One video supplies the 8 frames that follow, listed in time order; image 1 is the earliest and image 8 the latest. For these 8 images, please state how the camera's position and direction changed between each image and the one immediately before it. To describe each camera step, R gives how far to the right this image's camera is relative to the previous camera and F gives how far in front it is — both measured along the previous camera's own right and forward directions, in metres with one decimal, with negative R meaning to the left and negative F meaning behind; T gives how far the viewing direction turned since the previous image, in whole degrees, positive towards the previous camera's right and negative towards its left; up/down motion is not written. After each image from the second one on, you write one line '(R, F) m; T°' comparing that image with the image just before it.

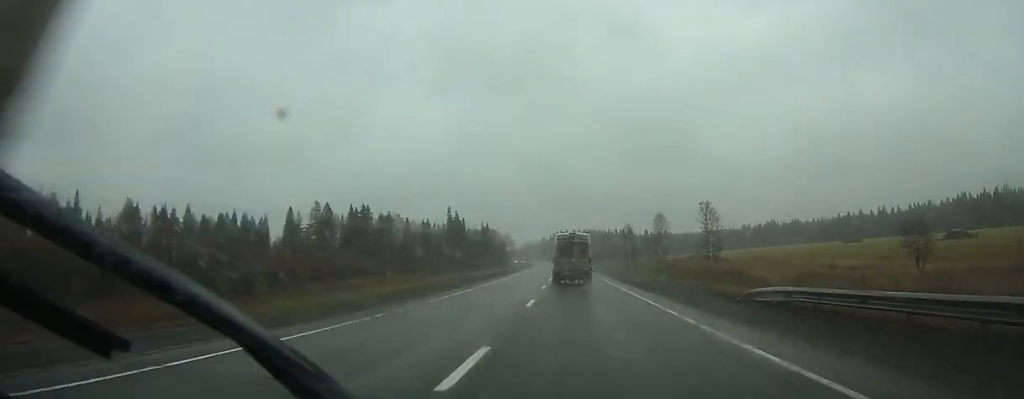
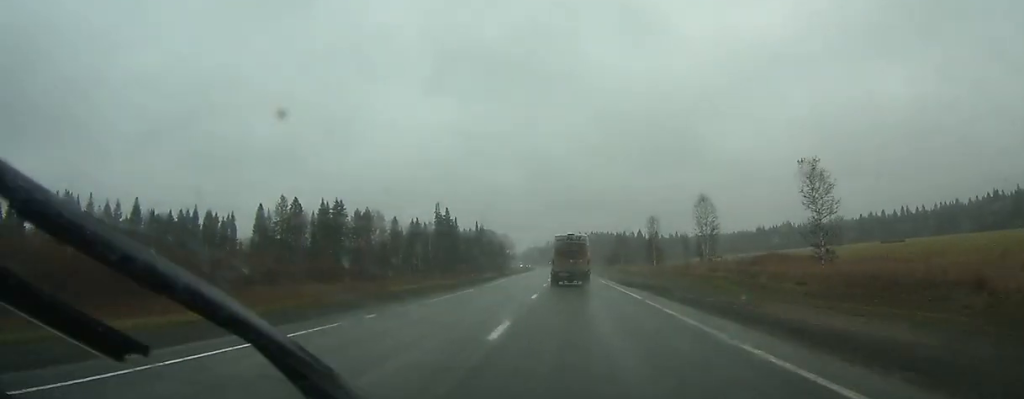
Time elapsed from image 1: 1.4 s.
(-0.1, +31.8) m; -1°
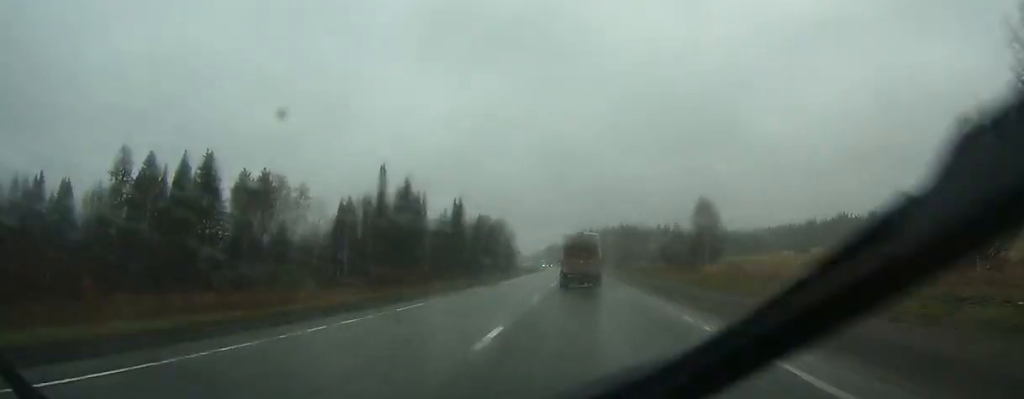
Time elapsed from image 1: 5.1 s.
(-1.6, +84.0) m; -2°
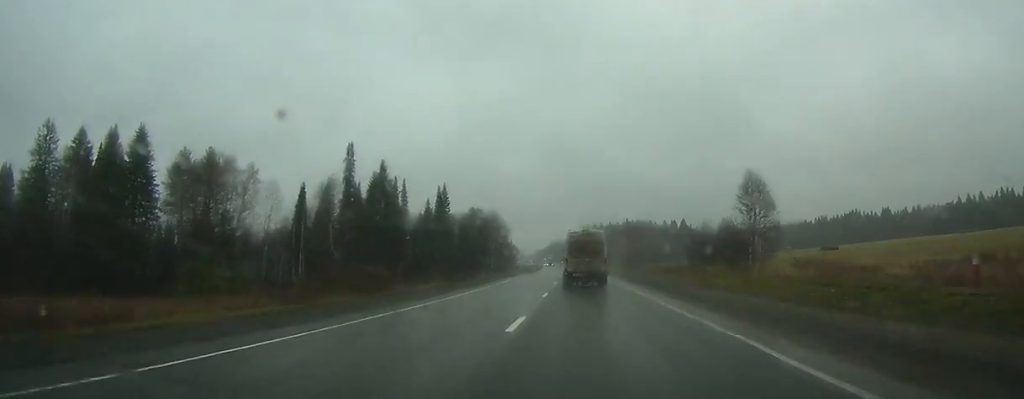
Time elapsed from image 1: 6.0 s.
(-0.2, +21.4) m; 0°
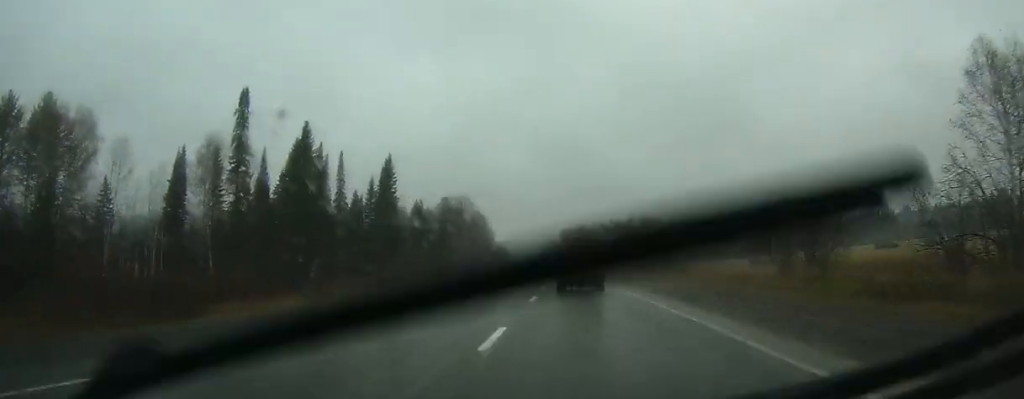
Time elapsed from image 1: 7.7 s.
(0.0, +37.9) m; 0°
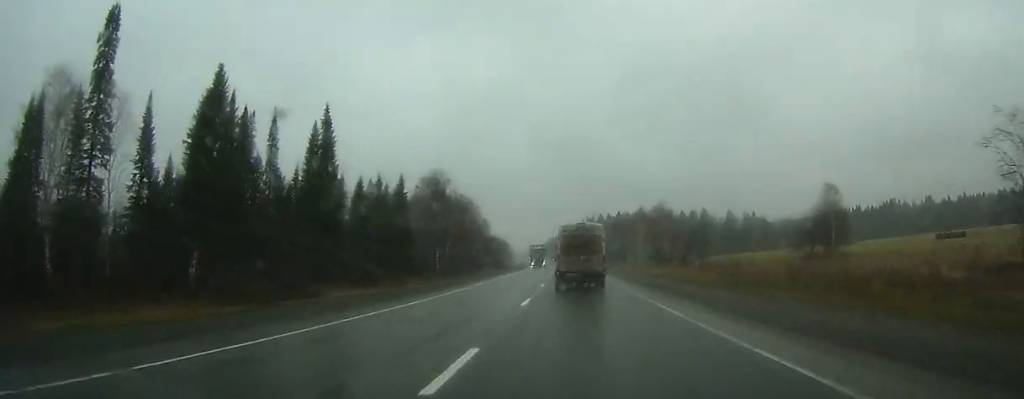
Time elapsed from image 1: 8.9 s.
(0.0, +27.1) m; 0°
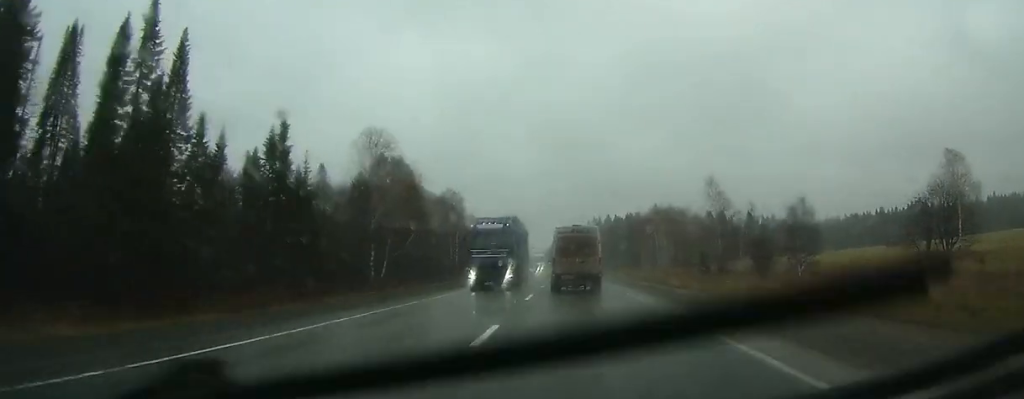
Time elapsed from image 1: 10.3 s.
(+0.1, +32.7) m; 0°
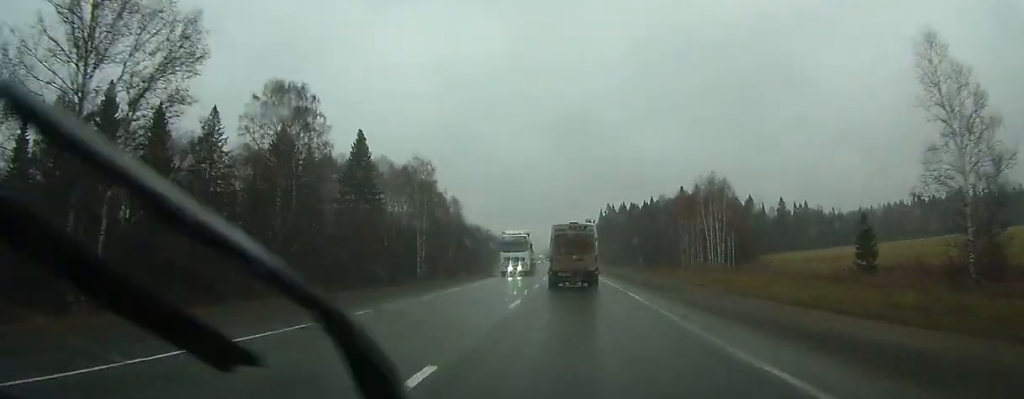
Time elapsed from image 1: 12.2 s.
(-0.4, +41.2) m; -1°
